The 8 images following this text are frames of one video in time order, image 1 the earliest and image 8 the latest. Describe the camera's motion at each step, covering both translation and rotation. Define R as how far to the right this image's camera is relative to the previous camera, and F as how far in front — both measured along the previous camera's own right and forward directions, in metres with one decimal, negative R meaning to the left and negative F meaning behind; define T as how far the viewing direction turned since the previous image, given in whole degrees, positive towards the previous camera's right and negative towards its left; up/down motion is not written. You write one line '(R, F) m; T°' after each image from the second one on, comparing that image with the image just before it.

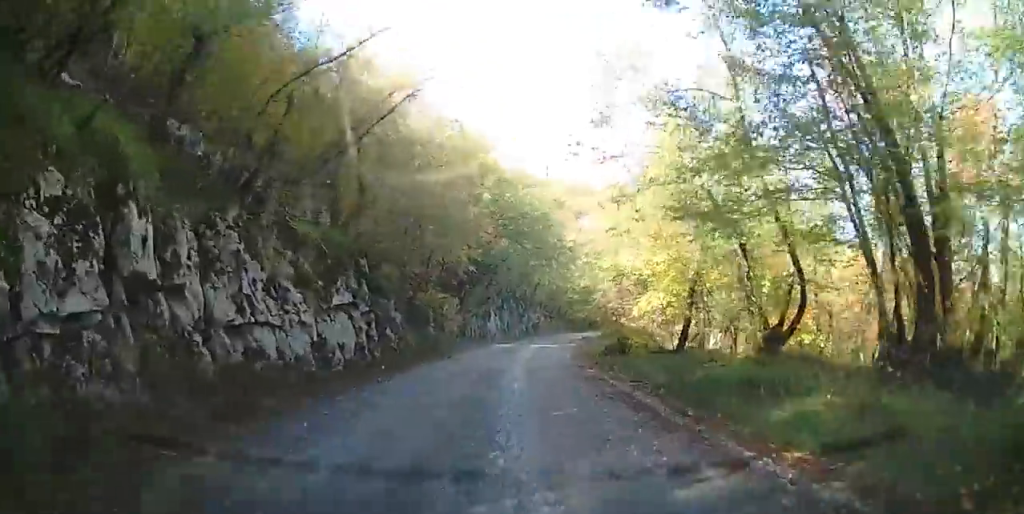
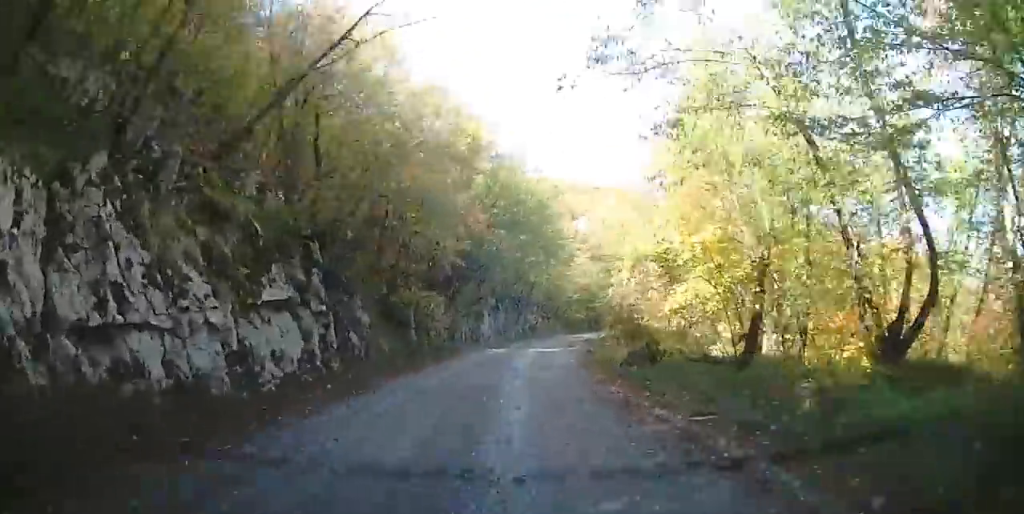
(0.0, +4.6) m; 0°
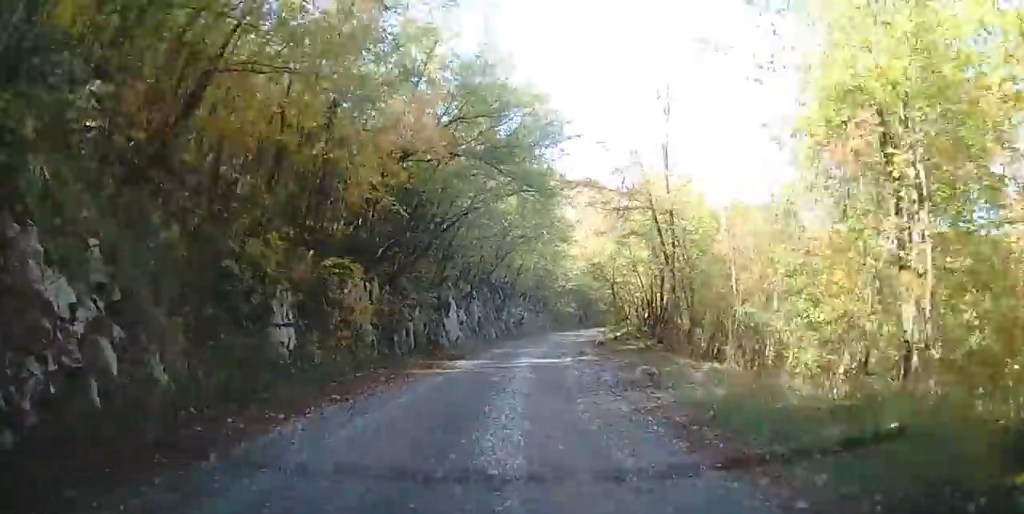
(+0.2, +13.2) m; +4°
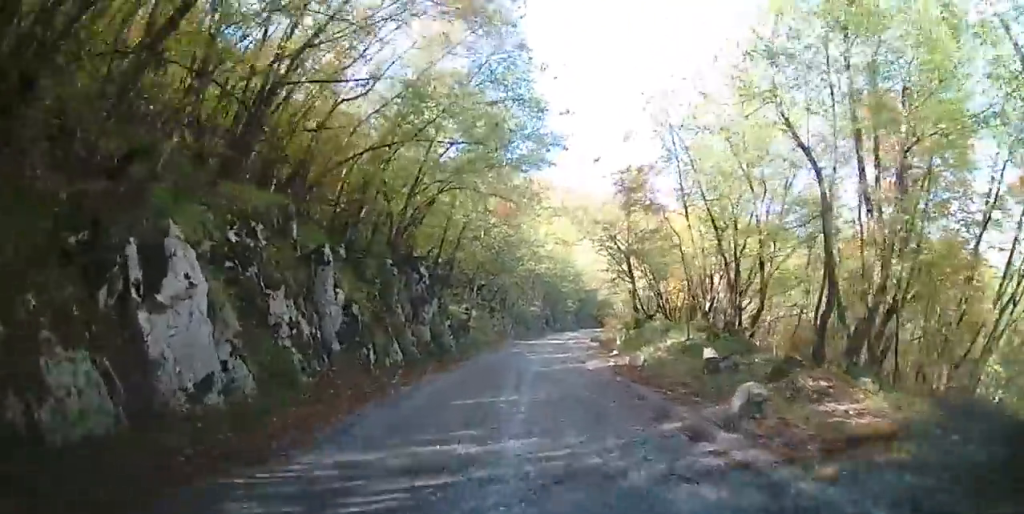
(+1.2, +20.1) m; +5°
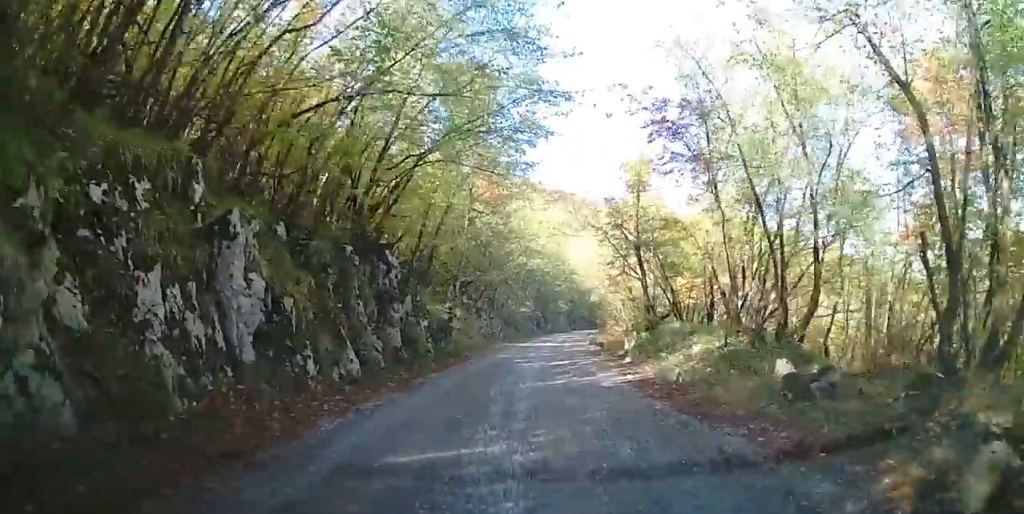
(-0.2, +3.6) m; 0°
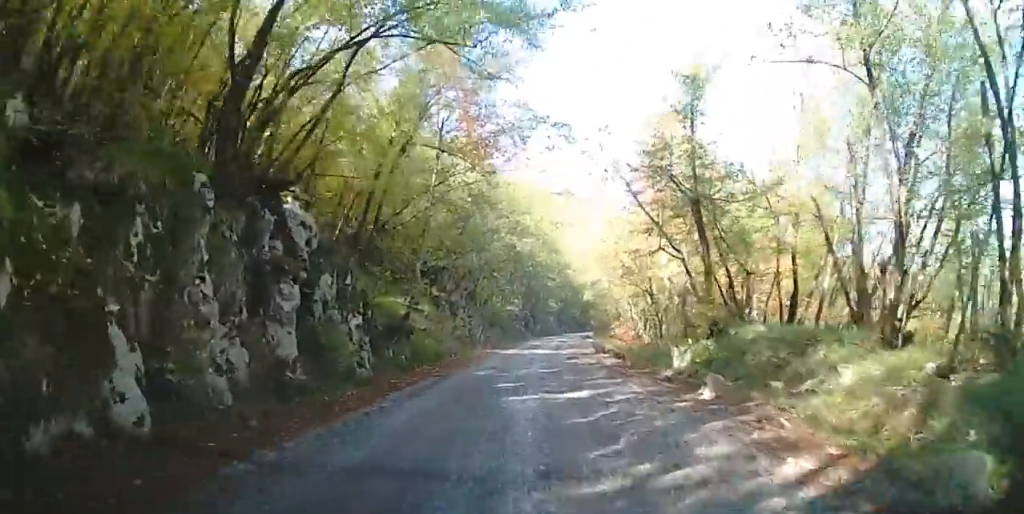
(0.0, +7.3) m; +2°
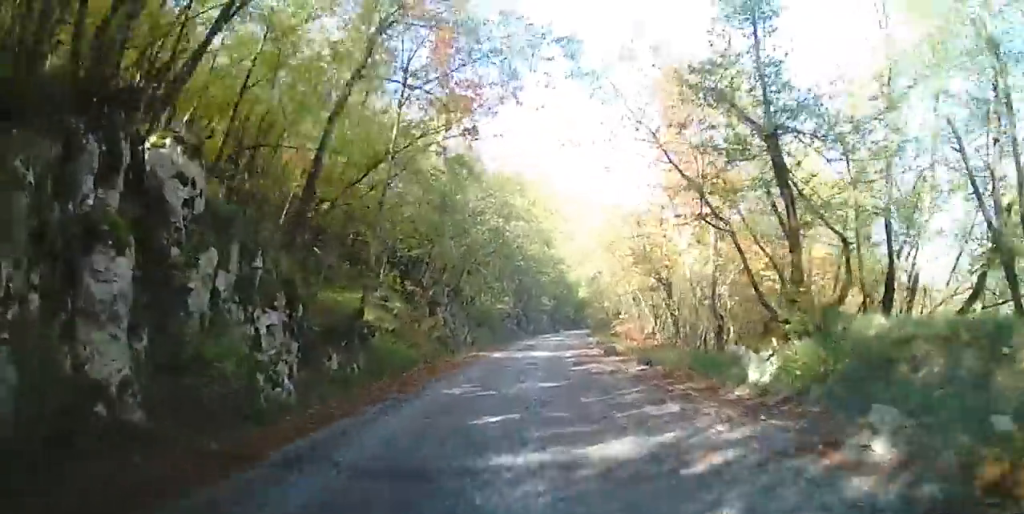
(+0.2, +4.2) m; +2°
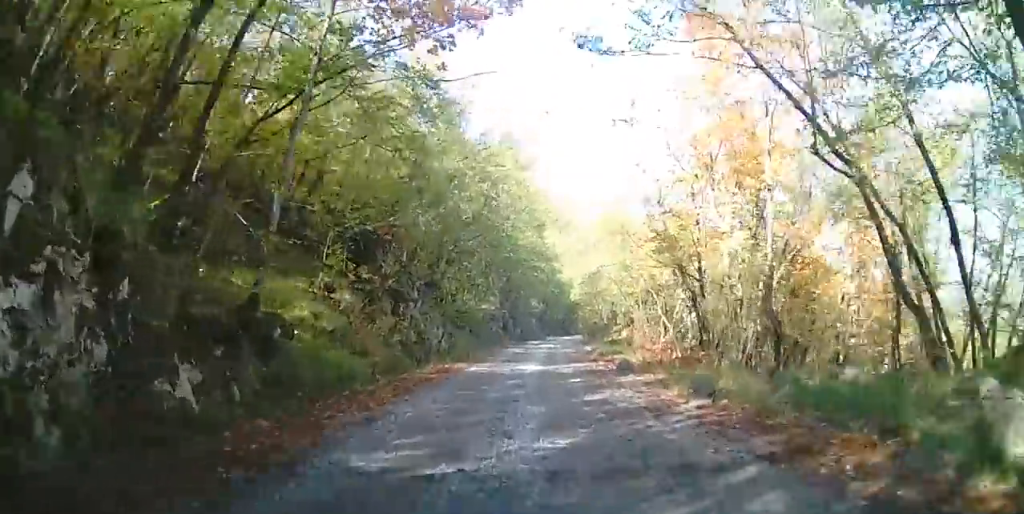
(0.0, +4.9) m; +3°
